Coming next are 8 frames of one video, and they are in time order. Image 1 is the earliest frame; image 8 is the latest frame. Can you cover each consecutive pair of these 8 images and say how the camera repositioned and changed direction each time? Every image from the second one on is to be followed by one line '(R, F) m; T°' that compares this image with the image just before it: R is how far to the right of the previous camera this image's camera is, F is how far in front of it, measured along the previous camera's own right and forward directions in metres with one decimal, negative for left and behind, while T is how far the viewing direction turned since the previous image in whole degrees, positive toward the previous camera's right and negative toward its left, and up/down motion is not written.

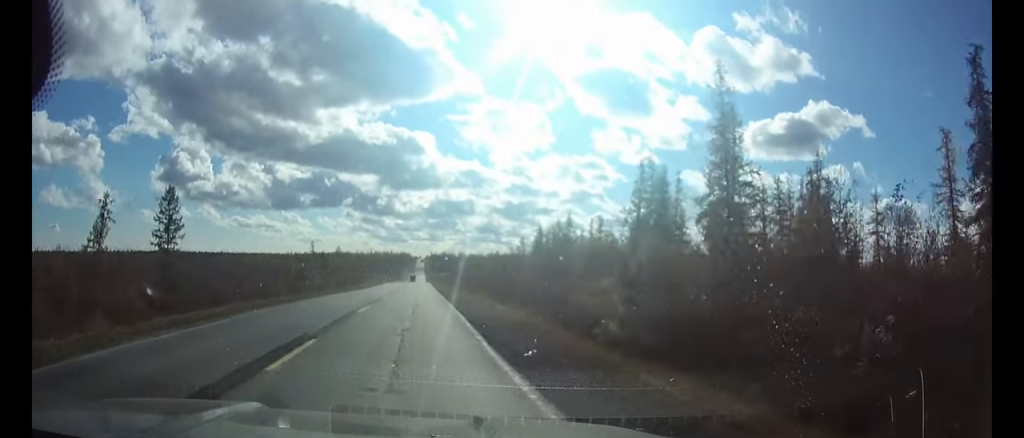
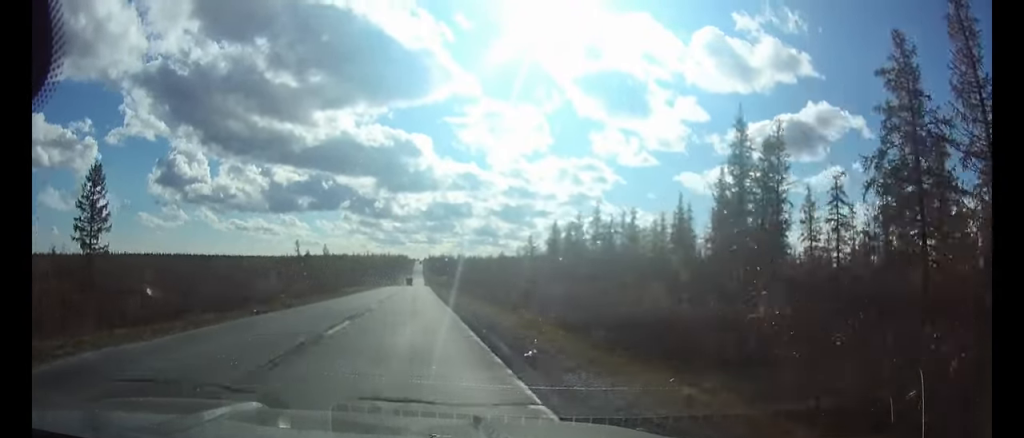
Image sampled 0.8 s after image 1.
(0.0, +17.8) m; 0°
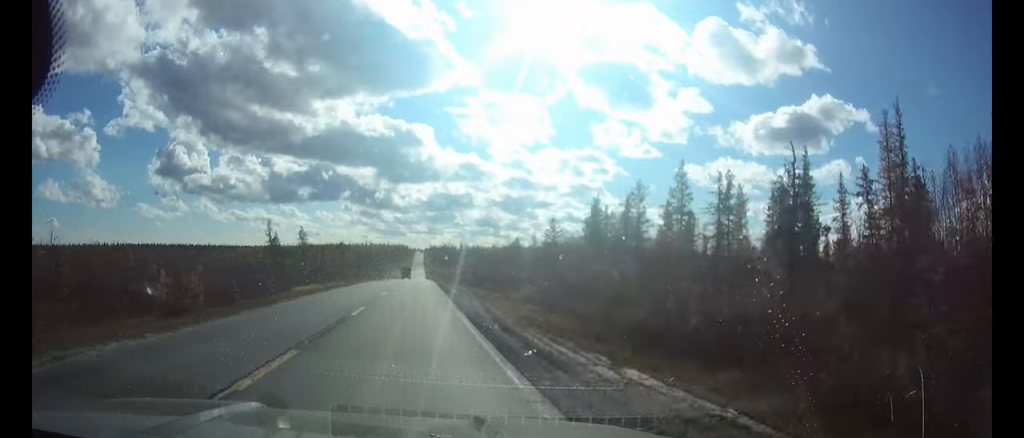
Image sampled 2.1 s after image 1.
(0.0, +29.9) m; 0°
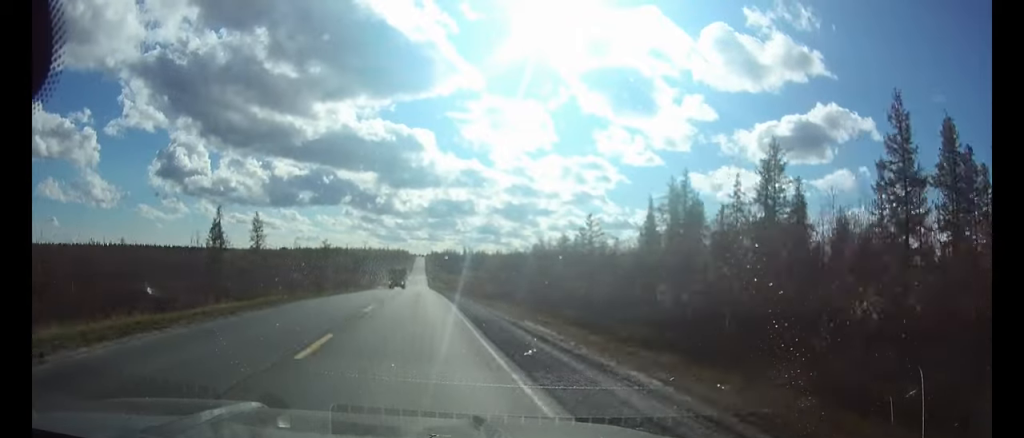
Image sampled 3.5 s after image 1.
(0.0, +33.1) m; 0°
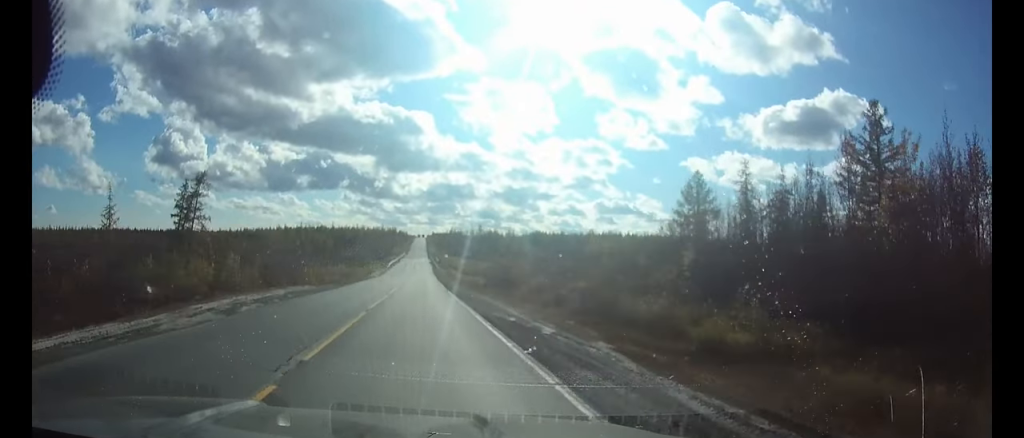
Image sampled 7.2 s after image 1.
(-0.1, +84.6) m; 0°
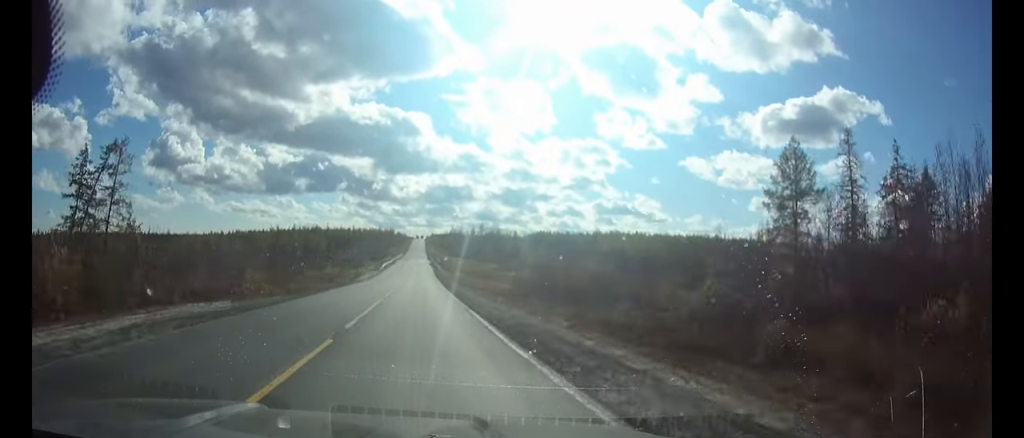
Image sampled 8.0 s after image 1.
(0.0, +18.4) m; 0°
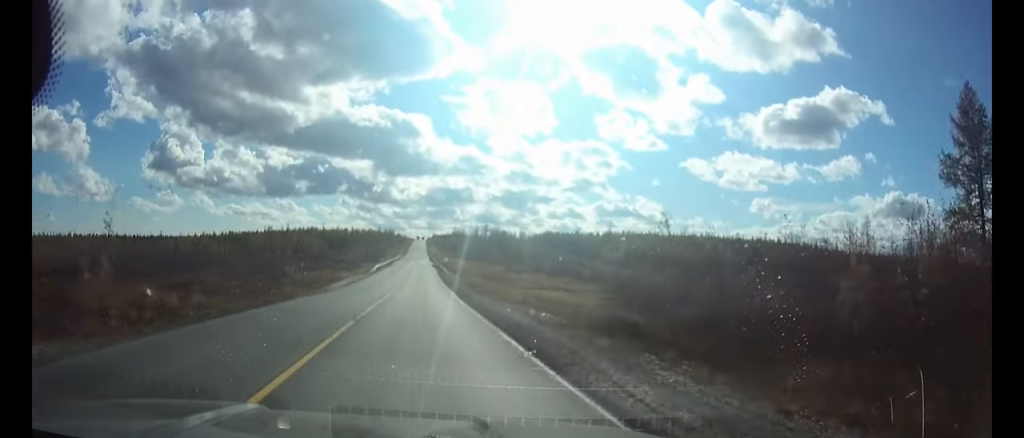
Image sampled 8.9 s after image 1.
(0.0, +20.0) m; 0°
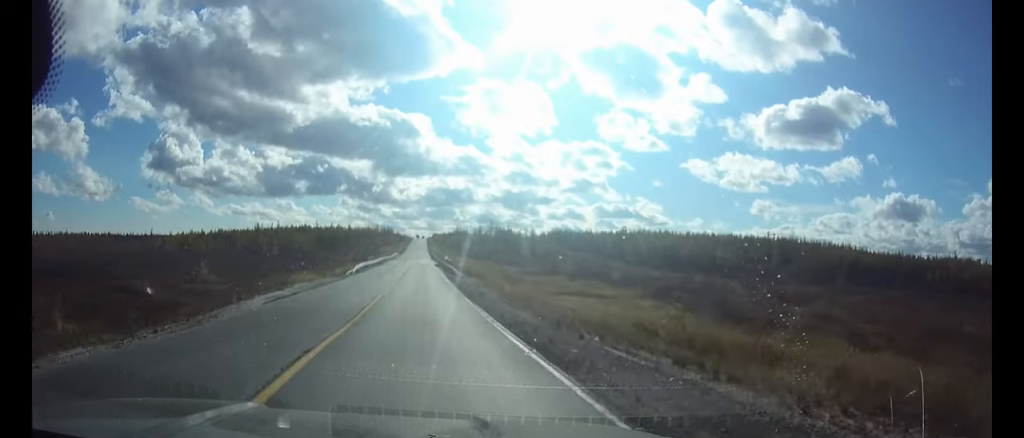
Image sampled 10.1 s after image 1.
(0.0, +25.7) m; 0°
